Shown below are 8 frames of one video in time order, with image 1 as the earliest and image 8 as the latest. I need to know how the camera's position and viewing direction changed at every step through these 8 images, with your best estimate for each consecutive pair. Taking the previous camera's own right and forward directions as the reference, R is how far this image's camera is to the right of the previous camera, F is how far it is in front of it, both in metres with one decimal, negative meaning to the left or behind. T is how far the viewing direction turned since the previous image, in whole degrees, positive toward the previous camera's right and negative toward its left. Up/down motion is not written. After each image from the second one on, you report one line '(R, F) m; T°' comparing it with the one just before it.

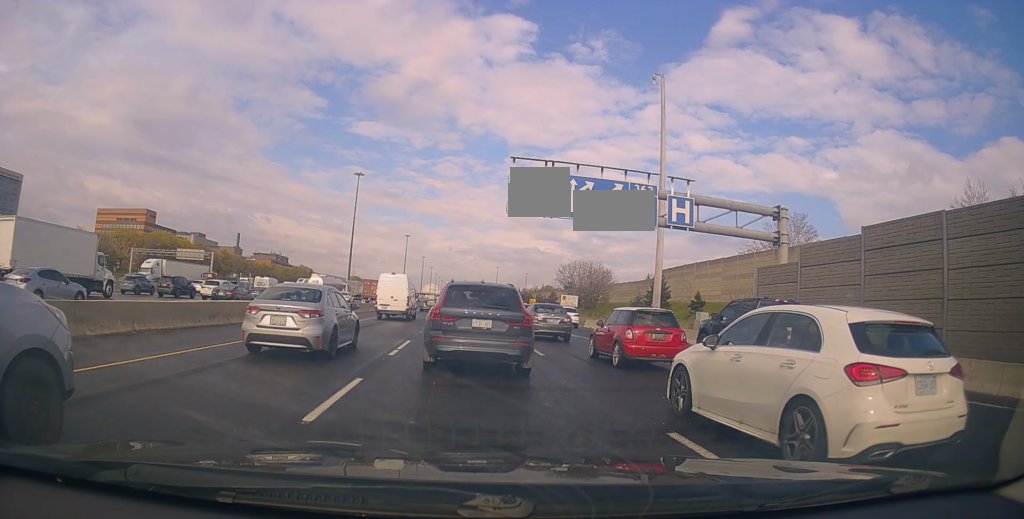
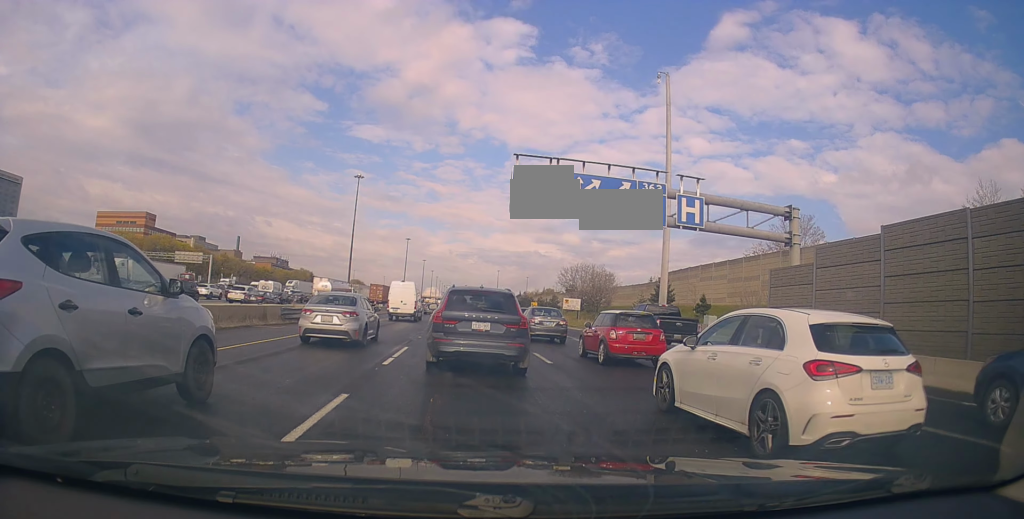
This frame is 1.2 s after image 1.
(-0.4, +1.4) m; +1°
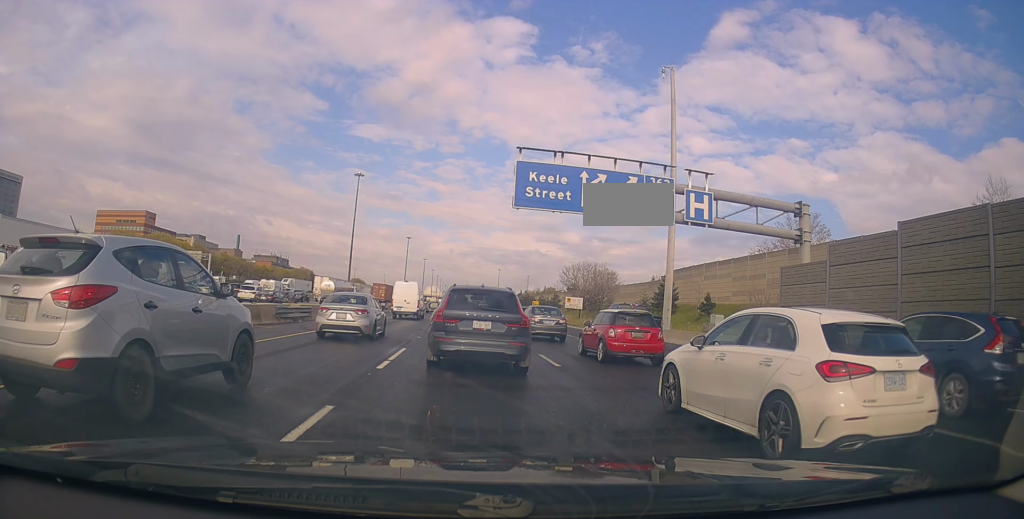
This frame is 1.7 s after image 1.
(0.0, +0.8) m; +1°
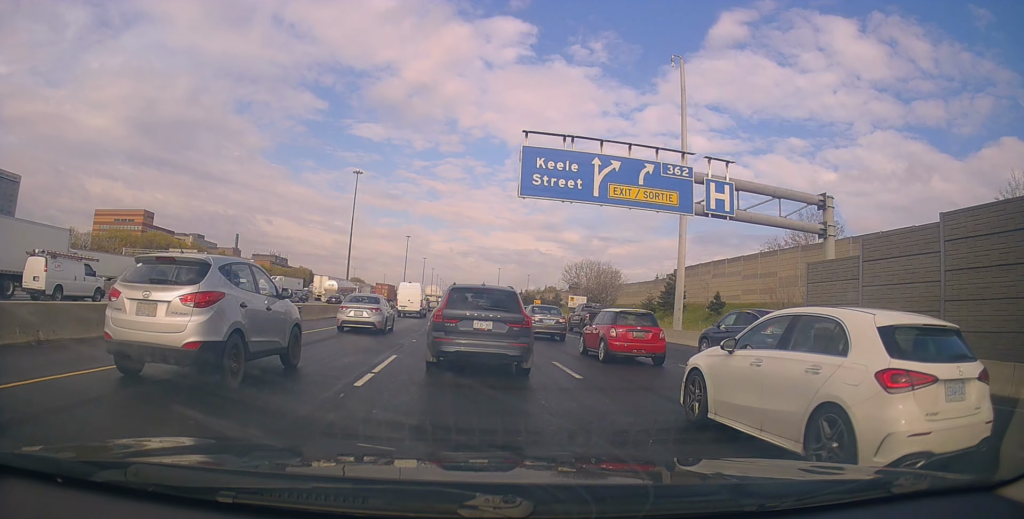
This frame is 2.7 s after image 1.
(+0.1, +2.1) m; +1°
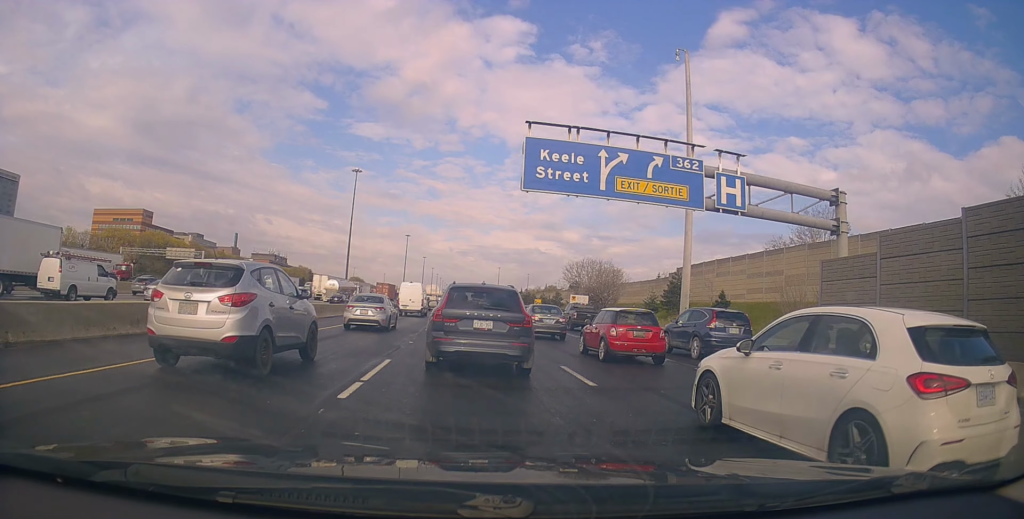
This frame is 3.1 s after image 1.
(0.0, +1.0) m; -3°
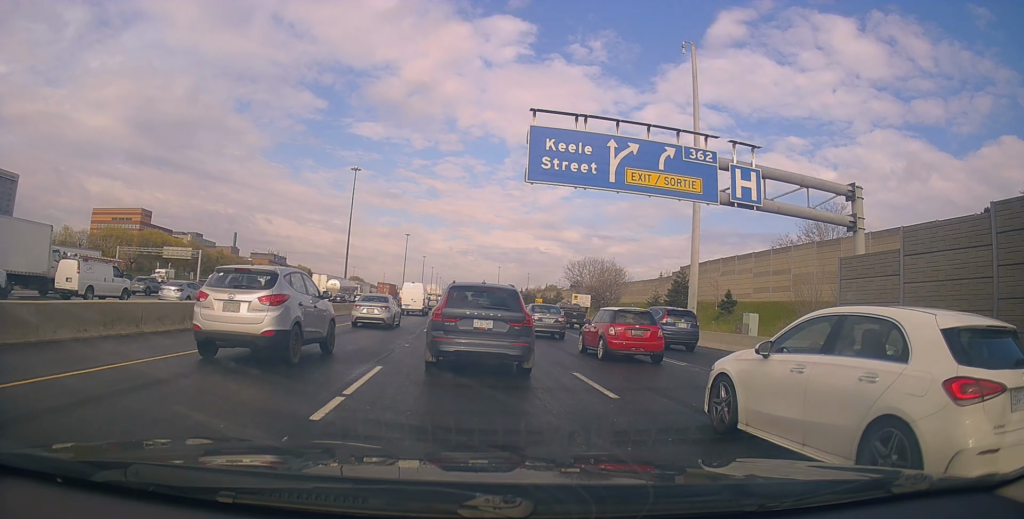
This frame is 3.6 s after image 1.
(+0.1, +1.2) m; -5°
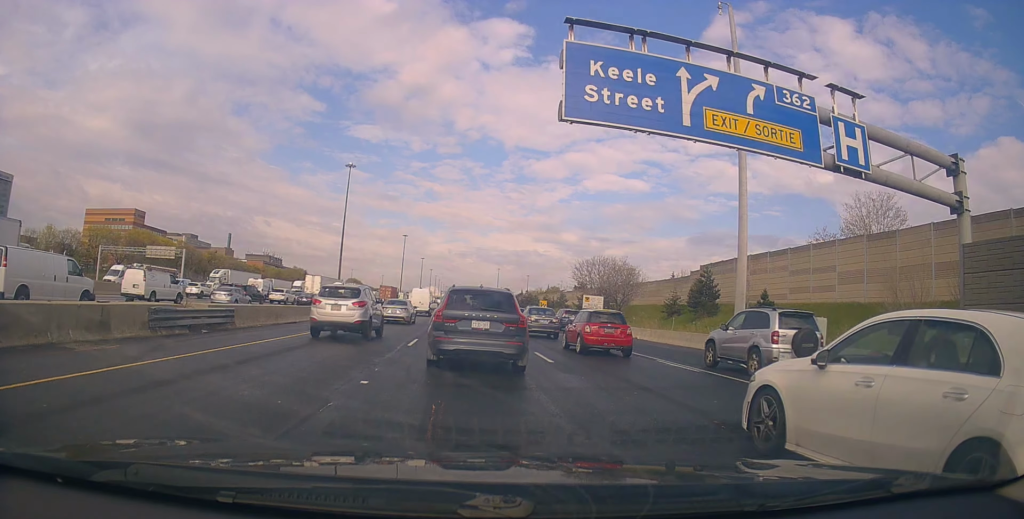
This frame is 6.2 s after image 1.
(-0.2, +7.0) m; +2°
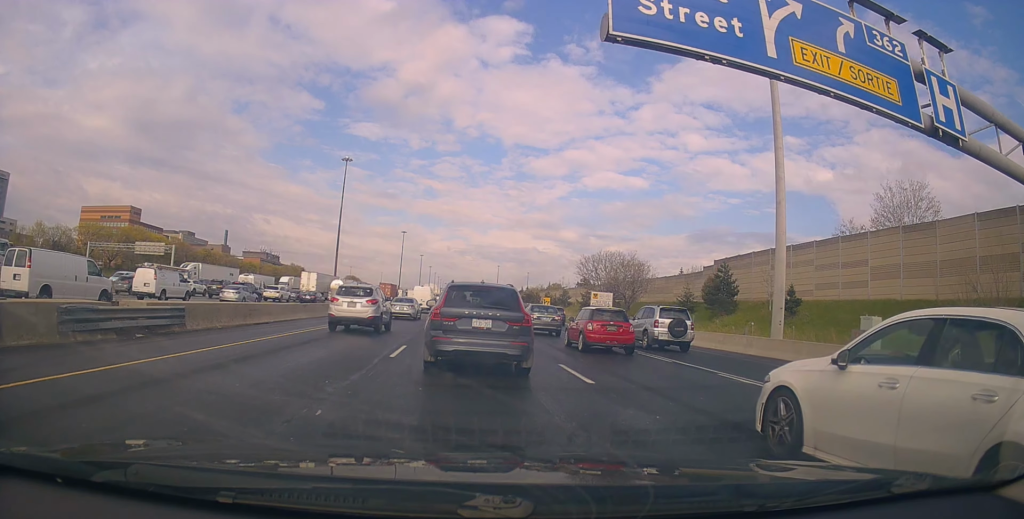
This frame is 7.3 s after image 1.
(0.0, +3.9) m; +2°
